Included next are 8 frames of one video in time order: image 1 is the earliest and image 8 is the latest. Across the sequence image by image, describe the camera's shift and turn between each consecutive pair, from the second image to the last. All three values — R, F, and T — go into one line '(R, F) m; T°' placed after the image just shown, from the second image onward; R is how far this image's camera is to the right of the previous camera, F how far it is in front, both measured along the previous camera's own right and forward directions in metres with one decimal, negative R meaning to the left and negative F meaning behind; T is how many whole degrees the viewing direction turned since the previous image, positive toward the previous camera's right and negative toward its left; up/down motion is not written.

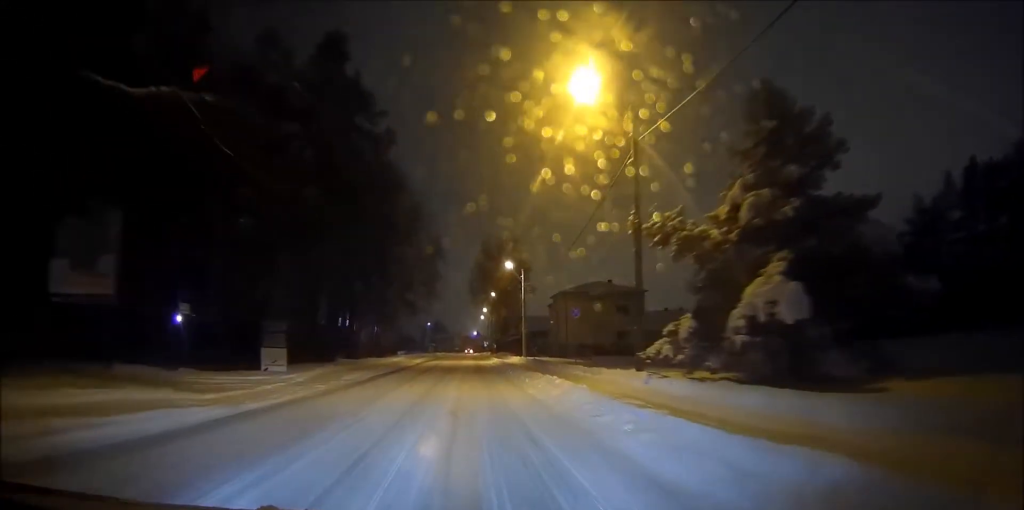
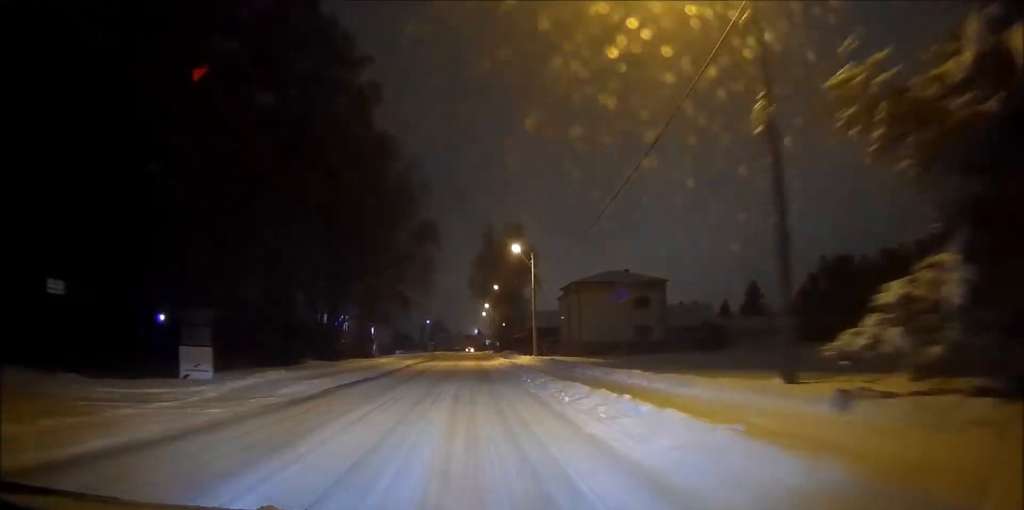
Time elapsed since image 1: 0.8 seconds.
(0.0, +9.0) m; +1°
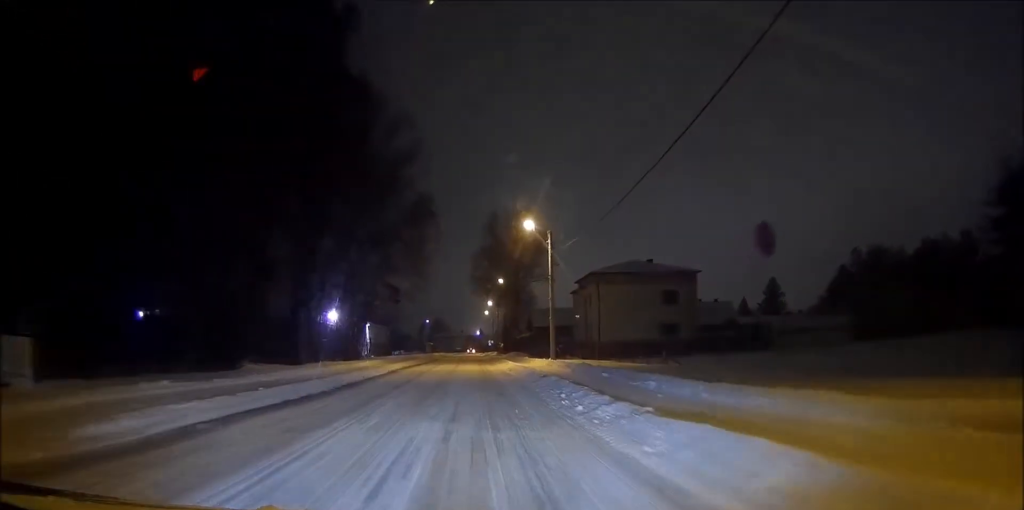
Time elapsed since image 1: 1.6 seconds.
(+0.2, +10.0) m; +1°
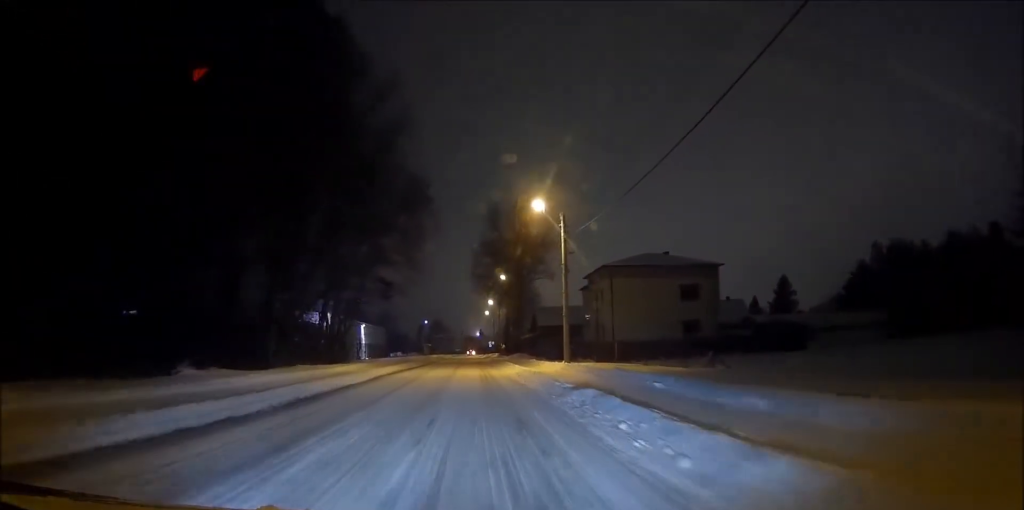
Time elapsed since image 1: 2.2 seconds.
(+0.1, +6.1) m; 0°
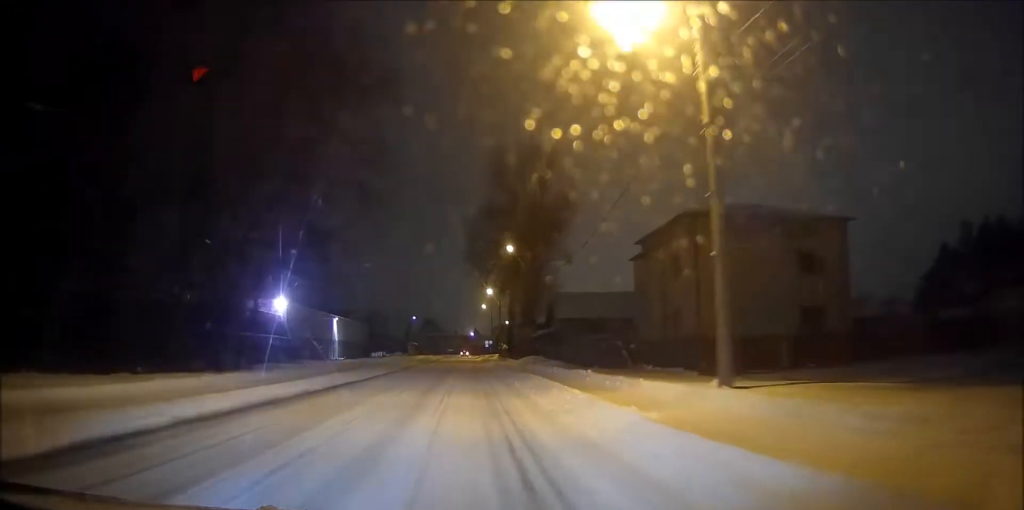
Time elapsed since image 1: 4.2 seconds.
(-0.8, +22.8) m; -2°
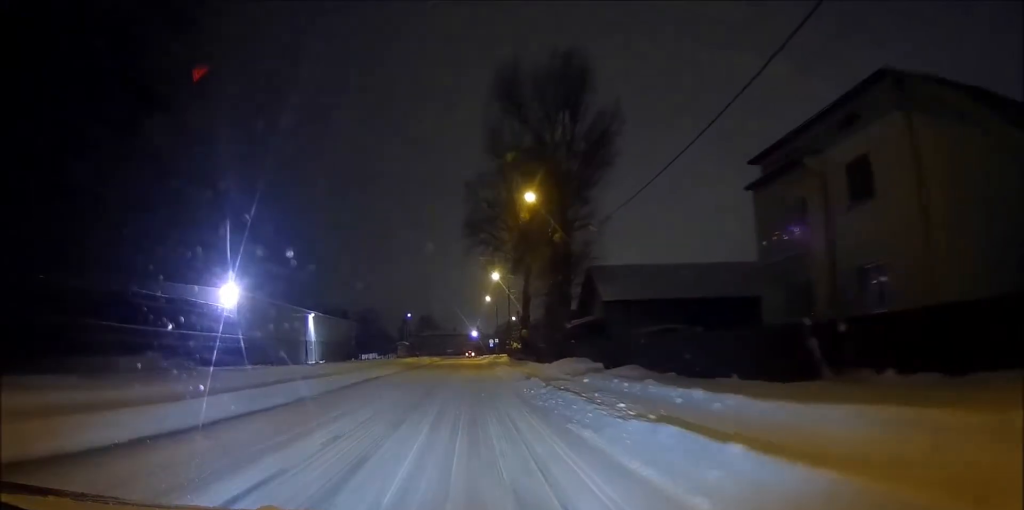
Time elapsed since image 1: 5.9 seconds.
(+0.3, +18.8) m; +2°
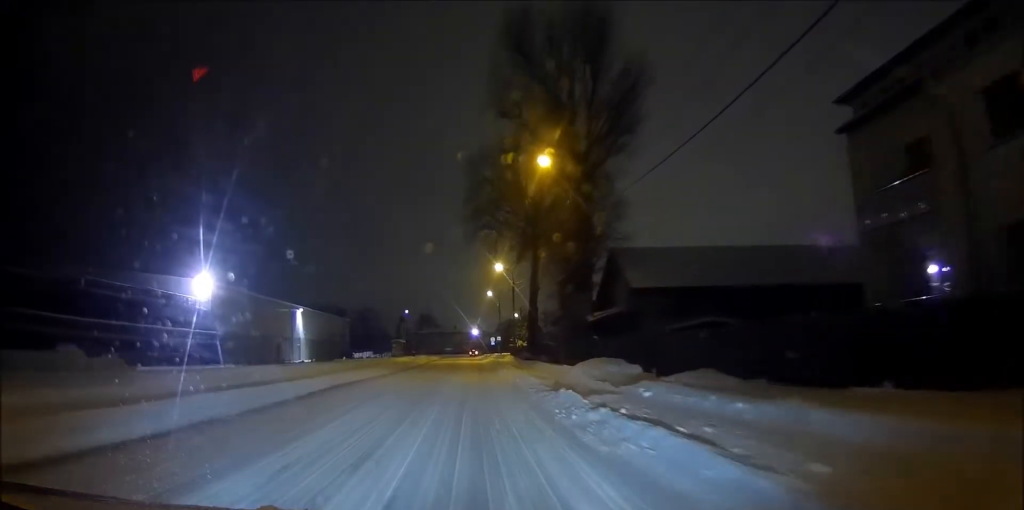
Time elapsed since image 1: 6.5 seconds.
(+0.1, +7.1) m; 0°
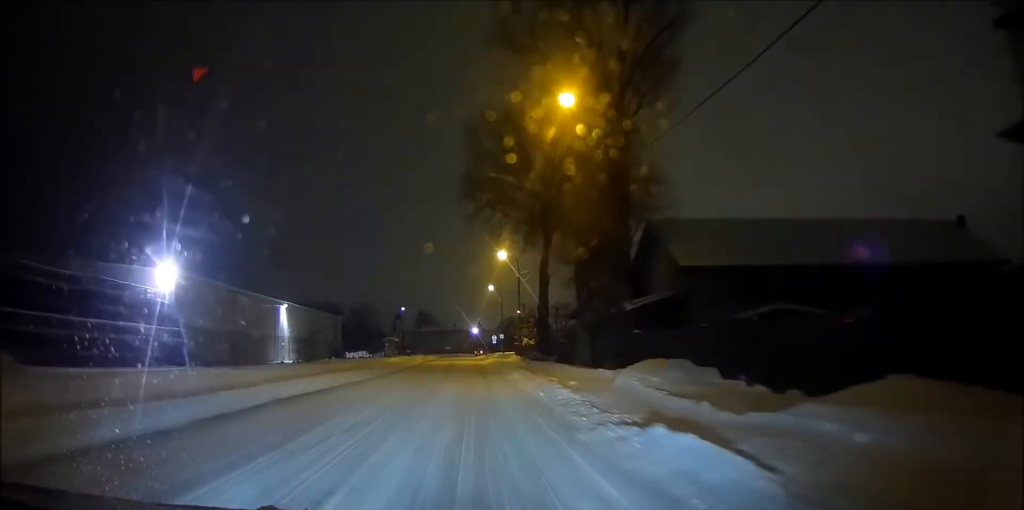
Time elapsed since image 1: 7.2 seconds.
(+0.1, +7.9) m; -1°
